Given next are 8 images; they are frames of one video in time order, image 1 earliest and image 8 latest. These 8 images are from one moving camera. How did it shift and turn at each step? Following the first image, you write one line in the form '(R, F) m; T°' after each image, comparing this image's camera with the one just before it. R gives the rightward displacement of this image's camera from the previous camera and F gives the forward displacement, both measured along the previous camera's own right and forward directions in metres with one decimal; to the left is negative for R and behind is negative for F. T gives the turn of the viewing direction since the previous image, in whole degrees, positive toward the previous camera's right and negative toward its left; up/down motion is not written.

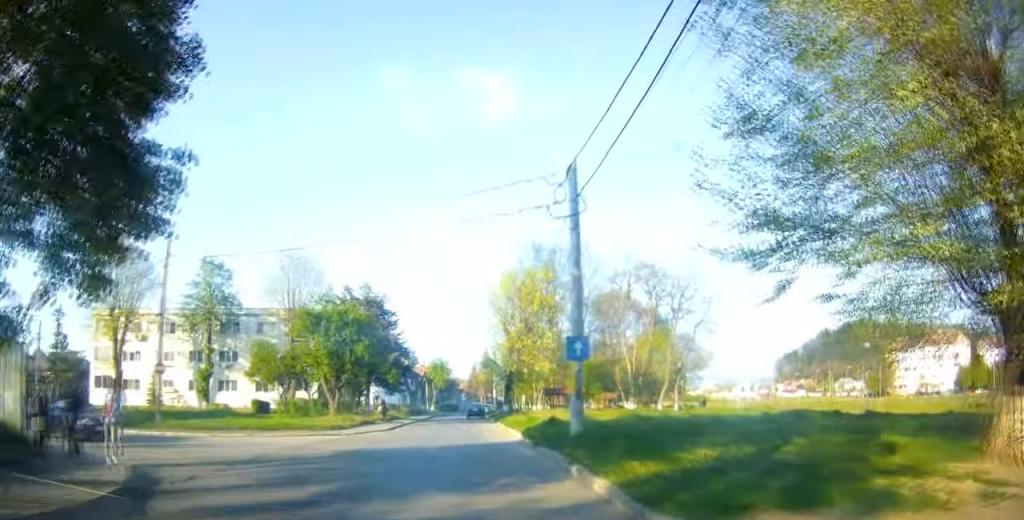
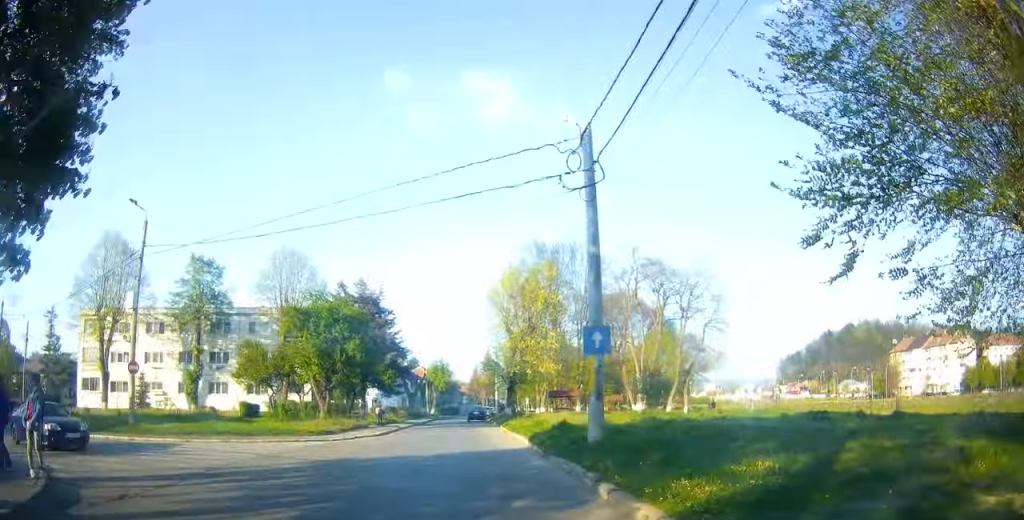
(0.0, +3.0) m; 0°
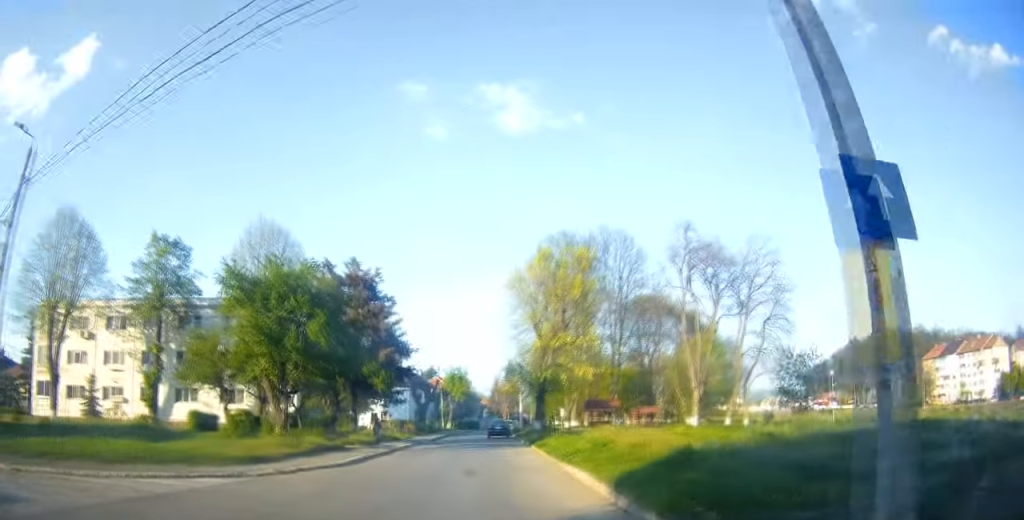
(+0.1, +8.9) m; +2°
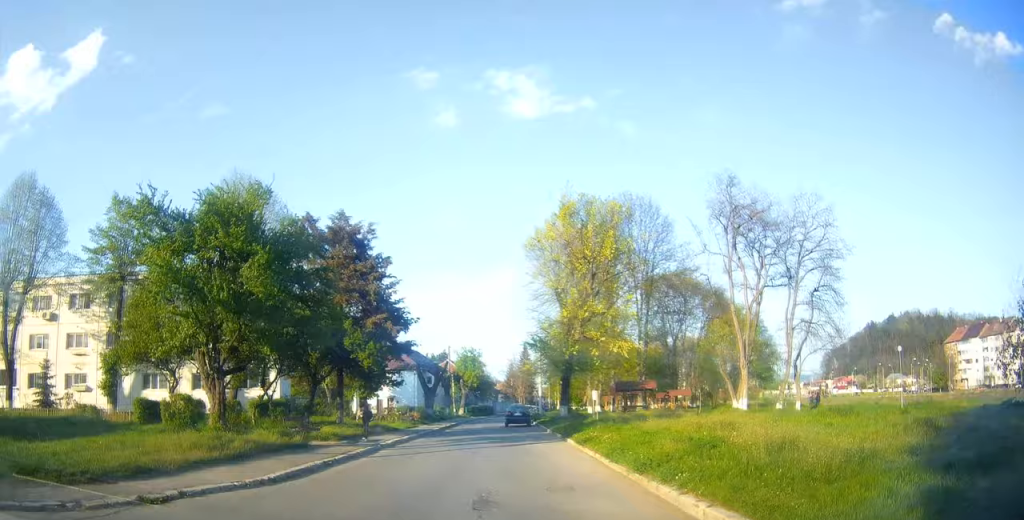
(+0.2, +5.4) m; -2°
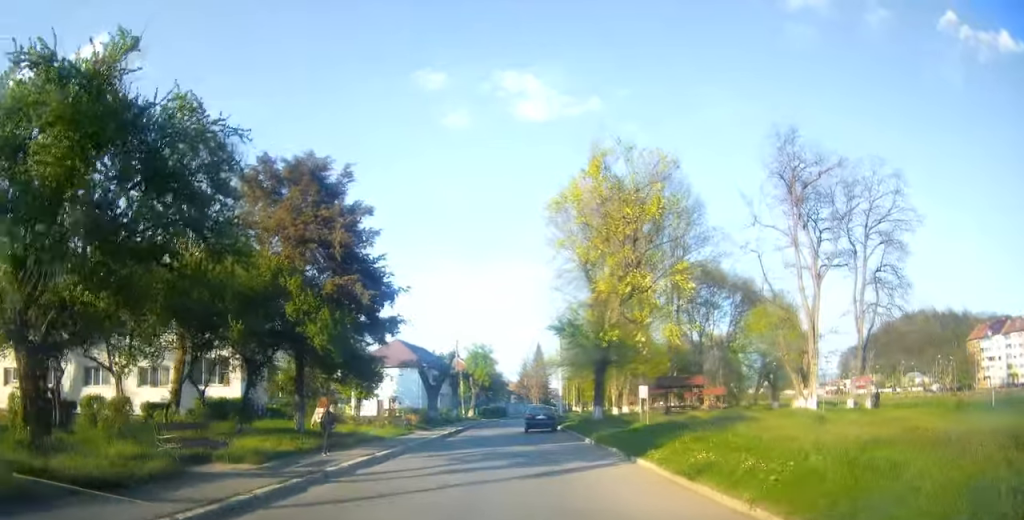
(-0.4, +6.6) m; -4°
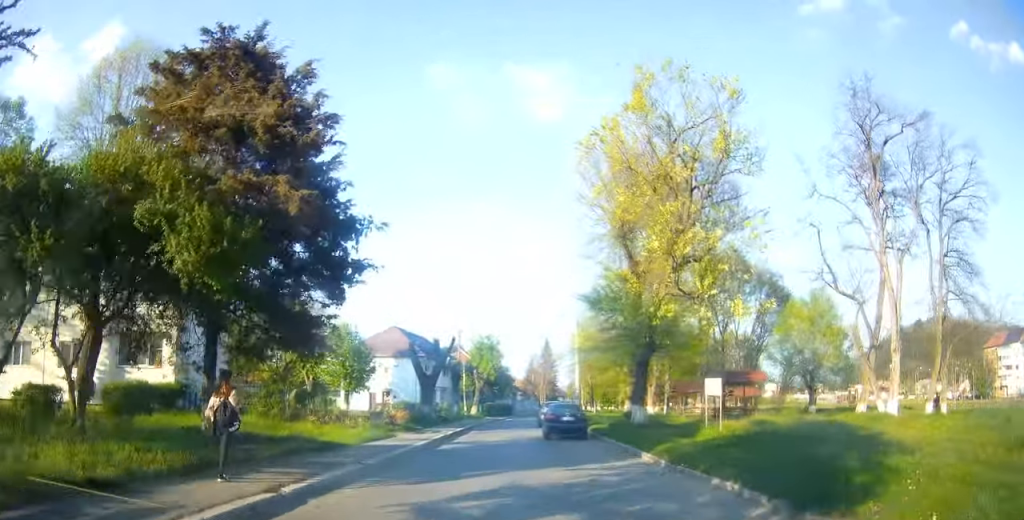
(0.0, +7.5) m; 0°
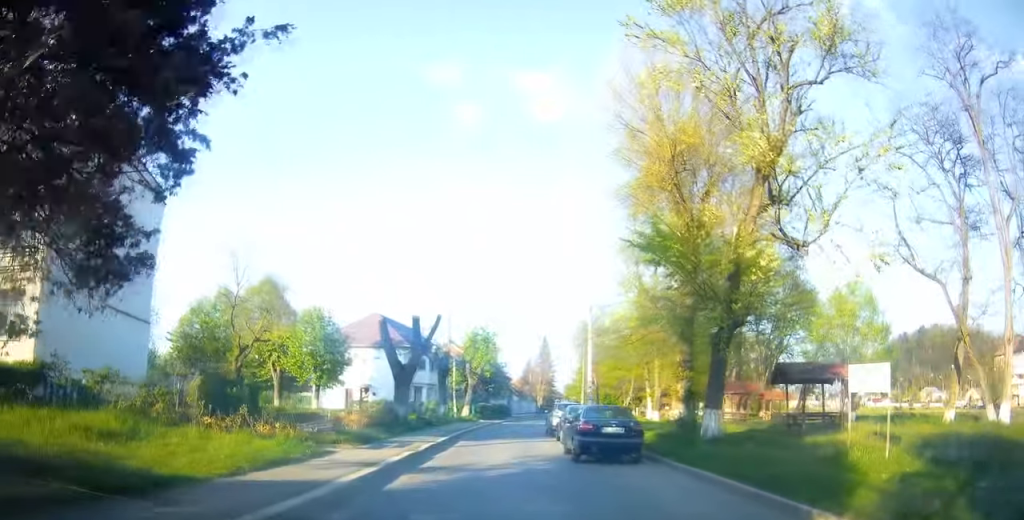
(0.0, +8.6) m; 0°
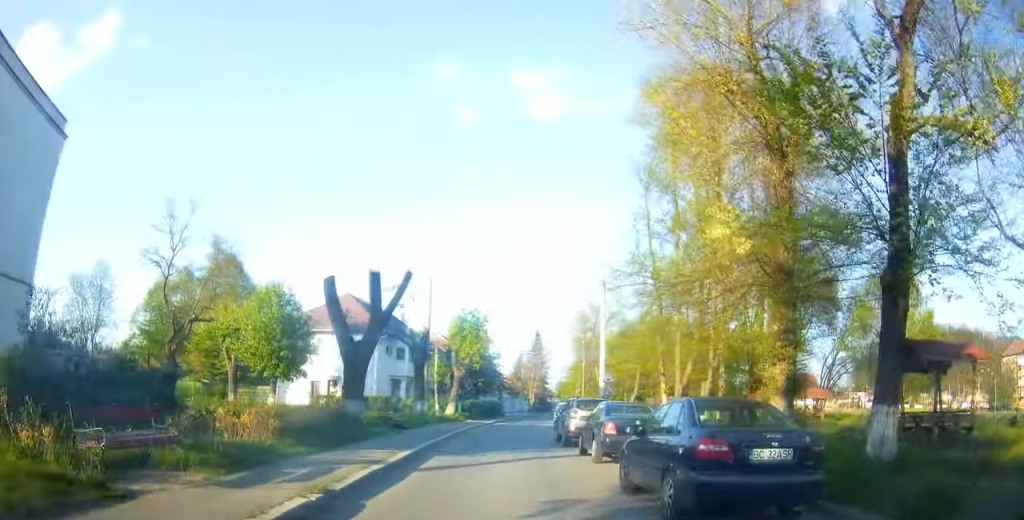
(0.0, +8.5) m; 0°
